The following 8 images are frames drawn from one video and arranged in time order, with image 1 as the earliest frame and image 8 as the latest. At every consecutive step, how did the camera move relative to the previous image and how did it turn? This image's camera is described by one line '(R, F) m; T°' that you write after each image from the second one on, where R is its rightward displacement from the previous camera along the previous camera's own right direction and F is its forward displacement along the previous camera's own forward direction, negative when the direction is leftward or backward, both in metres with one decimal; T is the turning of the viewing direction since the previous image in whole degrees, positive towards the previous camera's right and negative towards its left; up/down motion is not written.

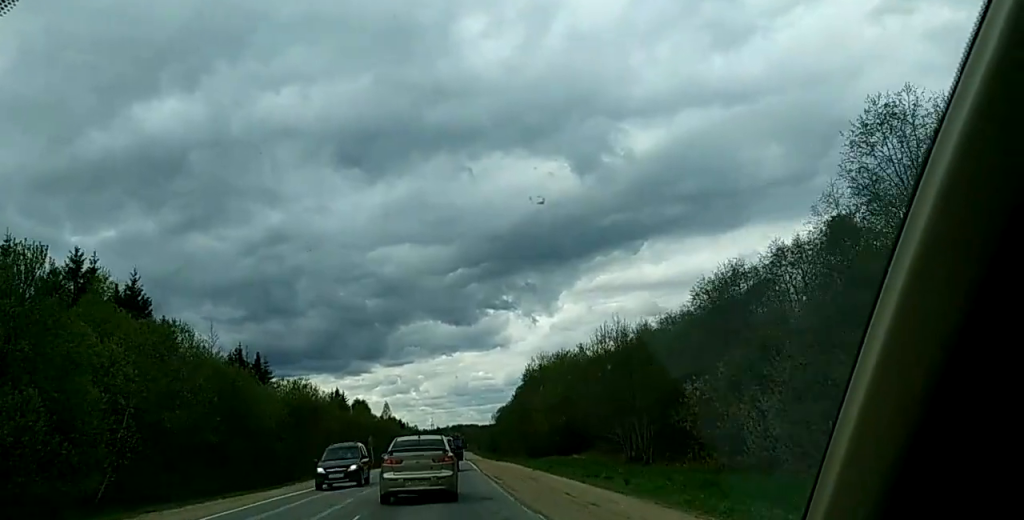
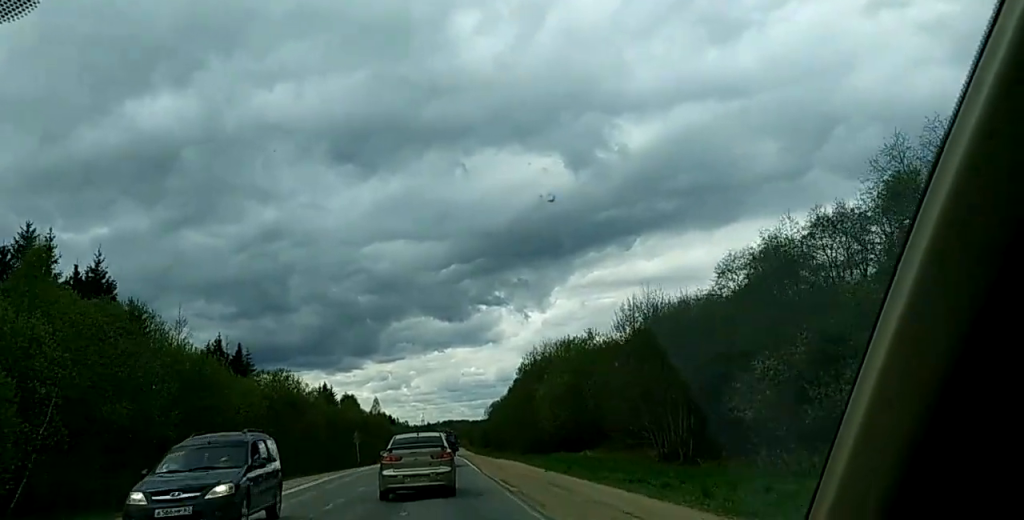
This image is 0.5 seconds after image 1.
(0.0, +7.4) m; -1°
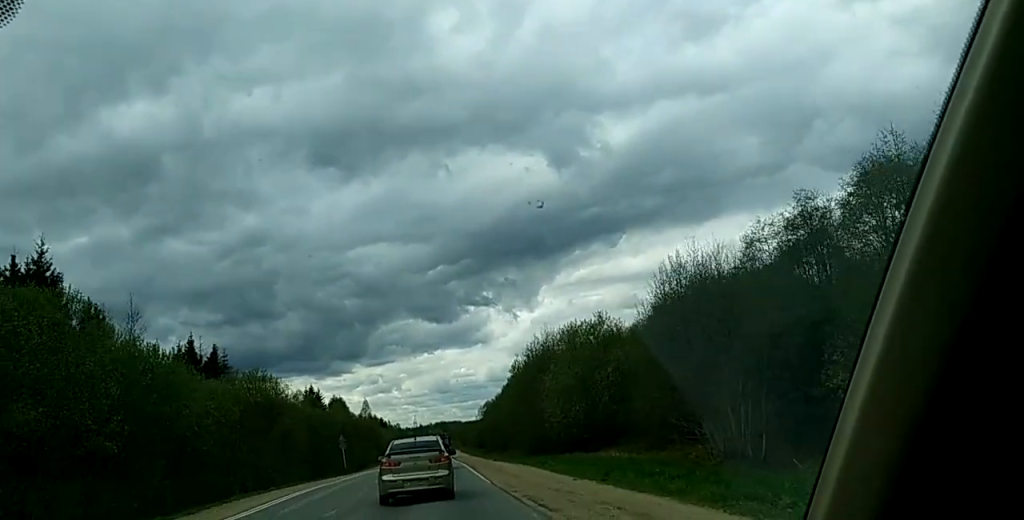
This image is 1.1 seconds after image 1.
(0.0, +8.0) m; -1°
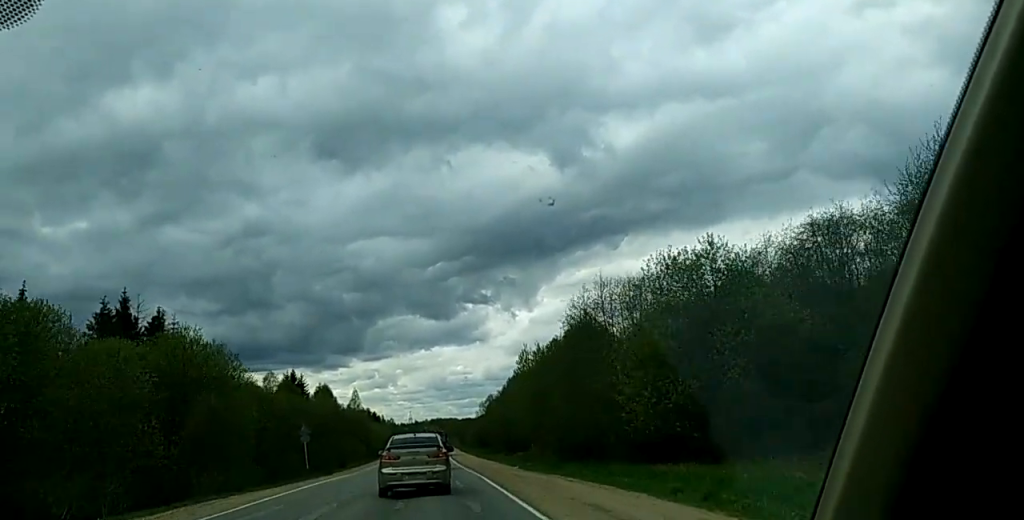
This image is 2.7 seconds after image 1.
(+0.2, +23.3) m; +2°
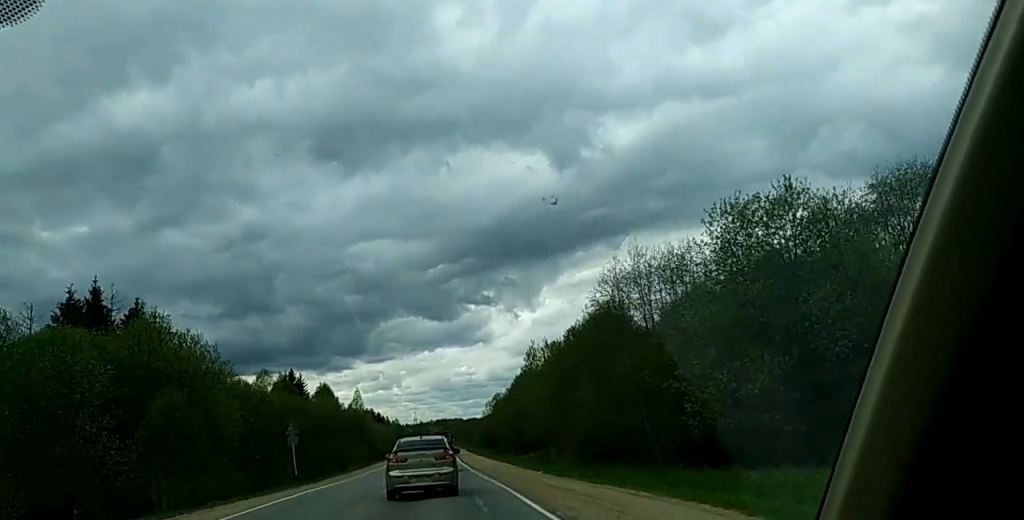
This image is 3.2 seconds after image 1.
(+0.1, +8.2) m; +1°
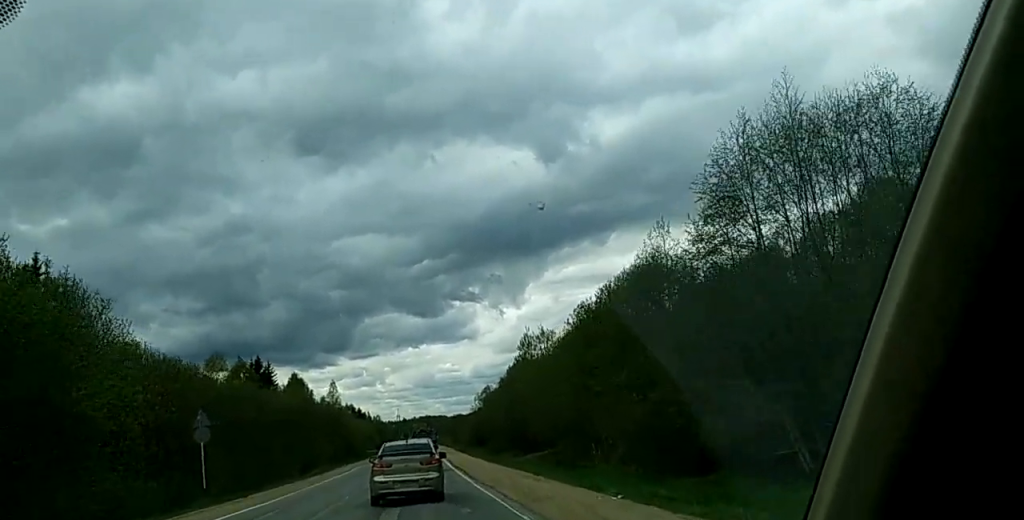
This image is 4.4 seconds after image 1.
(-0.1, +17.4) m; -1°
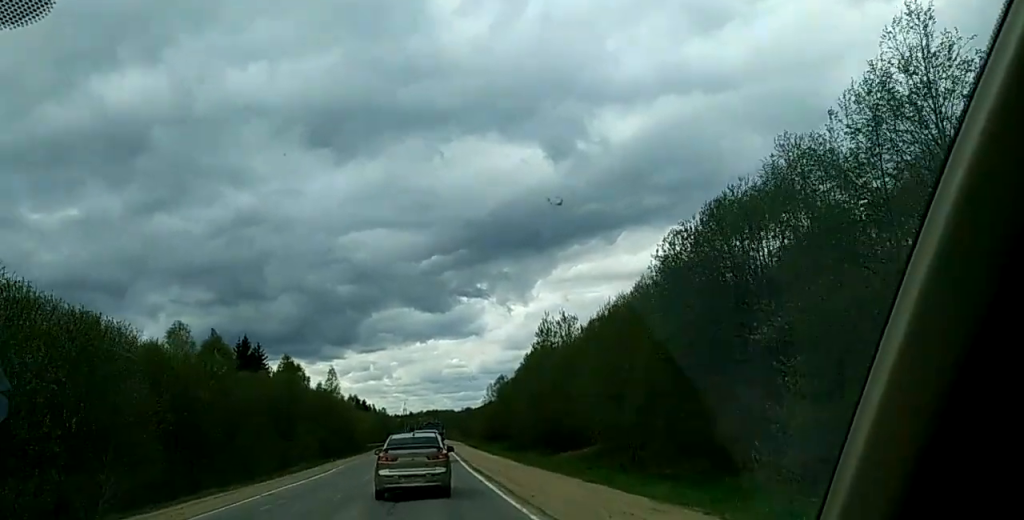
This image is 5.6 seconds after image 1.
(-0.3, +17.3) m; 0°
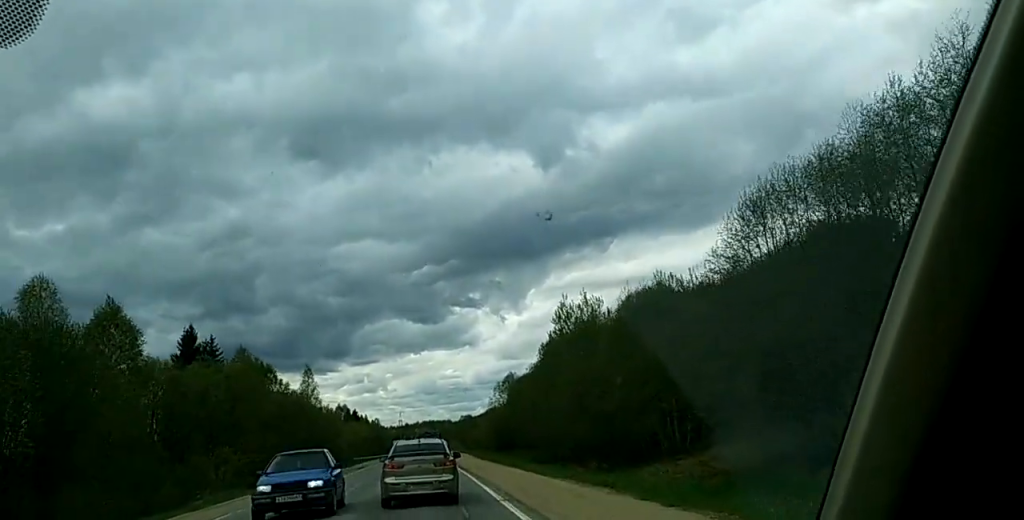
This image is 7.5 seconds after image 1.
(+0.7, +26.8) m; +2°
